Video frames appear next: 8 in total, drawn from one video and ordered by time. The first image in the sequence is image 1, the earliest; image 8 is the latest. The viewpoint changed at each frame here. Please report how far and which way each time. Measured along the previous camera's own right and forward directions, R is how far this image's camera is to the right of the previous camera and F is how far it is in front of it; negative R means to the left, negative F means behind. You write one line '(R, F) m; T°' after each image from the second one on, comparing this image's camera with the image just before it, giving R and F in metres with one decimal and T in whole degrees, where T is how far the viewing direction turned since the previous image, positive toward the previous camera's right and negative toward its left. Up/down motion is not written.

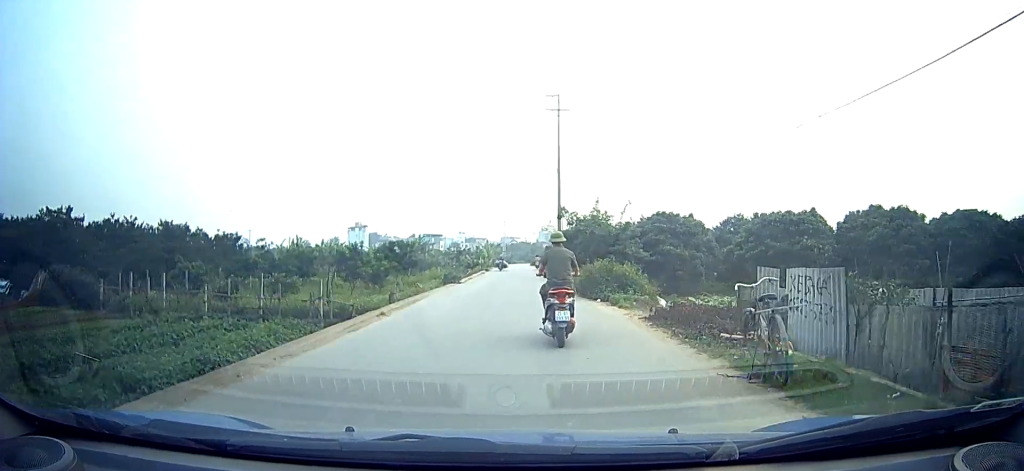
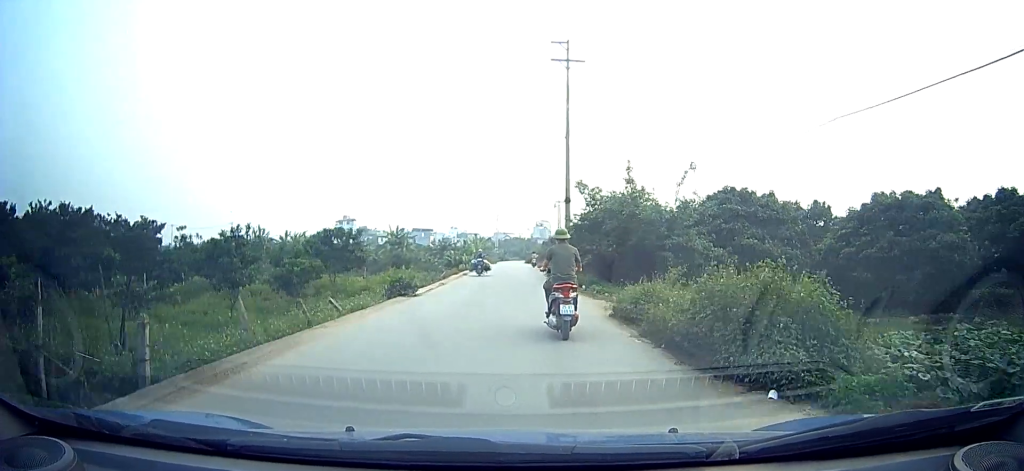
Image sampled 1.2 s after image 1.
(+1.1, +10.9) m; +4°
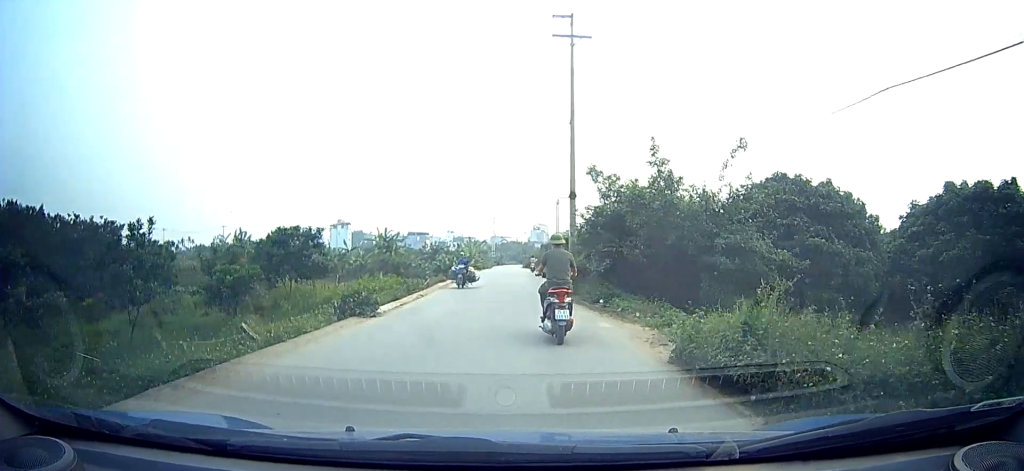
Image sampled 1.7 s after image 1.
(+0.1, +4.7) m; -2°
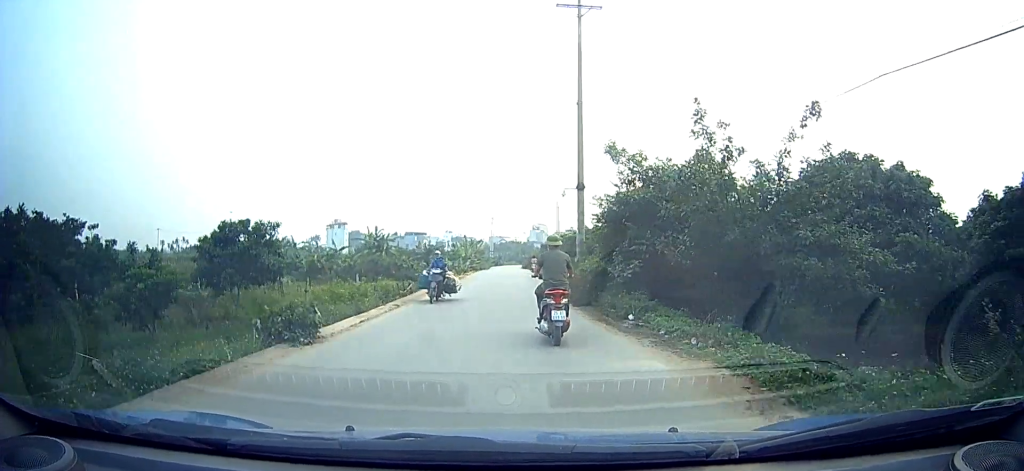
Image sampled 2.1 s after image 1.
(-0.2, +4.0) m; -3°
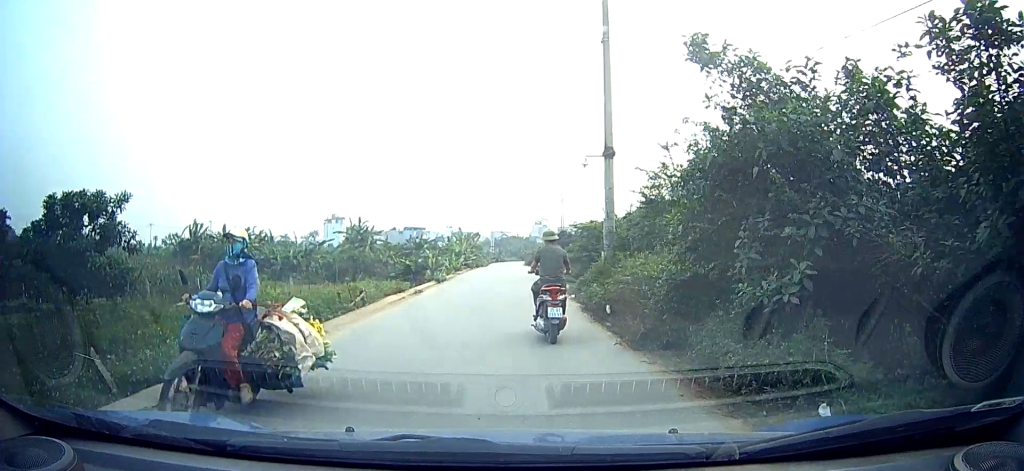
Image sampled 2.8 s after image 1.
(-0.4, +7.7) m; -3°
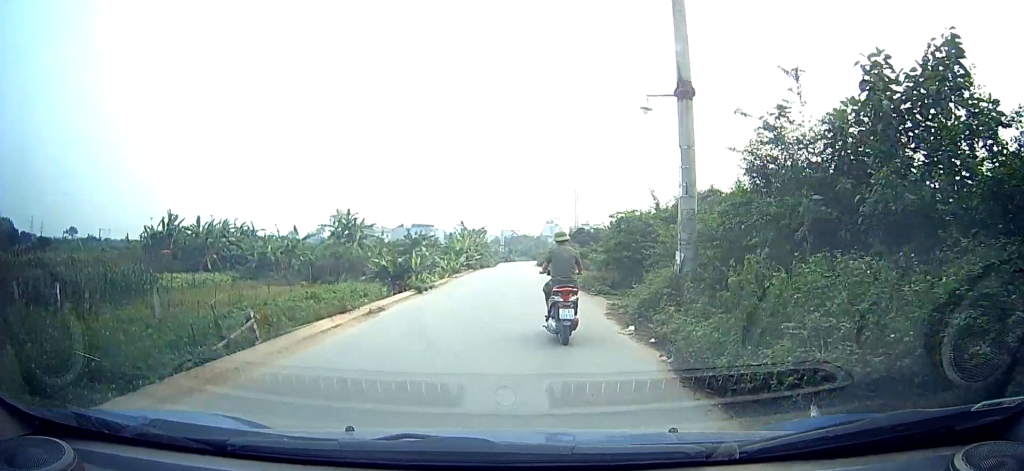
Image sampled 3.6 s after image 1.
(-0.3, +8.7) m; 0°
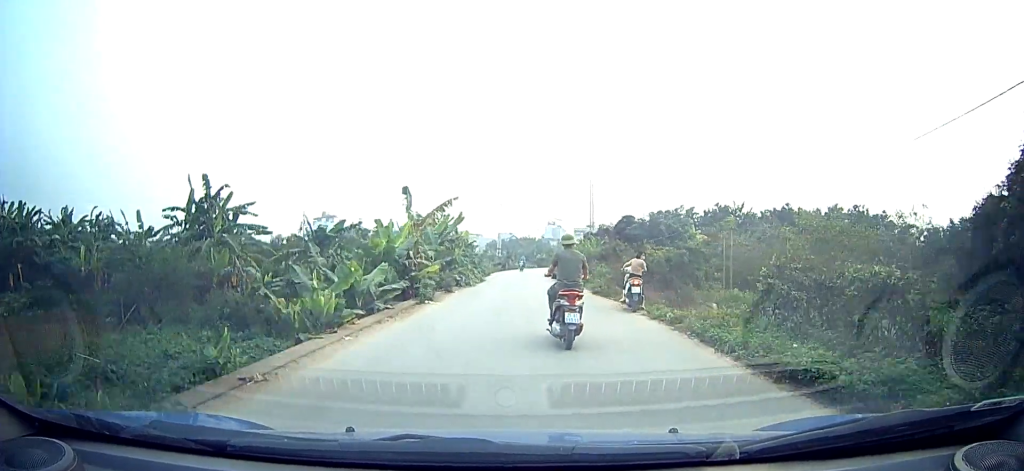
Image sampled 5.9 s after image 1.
(+1.9, +24.9) m; +13°
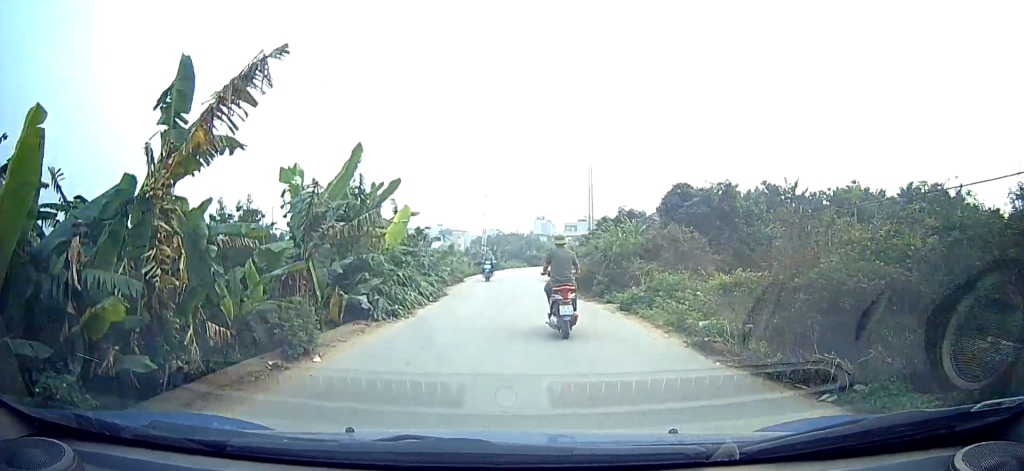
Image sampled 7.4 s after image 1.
(+2.1, +14.5) m; -8°
